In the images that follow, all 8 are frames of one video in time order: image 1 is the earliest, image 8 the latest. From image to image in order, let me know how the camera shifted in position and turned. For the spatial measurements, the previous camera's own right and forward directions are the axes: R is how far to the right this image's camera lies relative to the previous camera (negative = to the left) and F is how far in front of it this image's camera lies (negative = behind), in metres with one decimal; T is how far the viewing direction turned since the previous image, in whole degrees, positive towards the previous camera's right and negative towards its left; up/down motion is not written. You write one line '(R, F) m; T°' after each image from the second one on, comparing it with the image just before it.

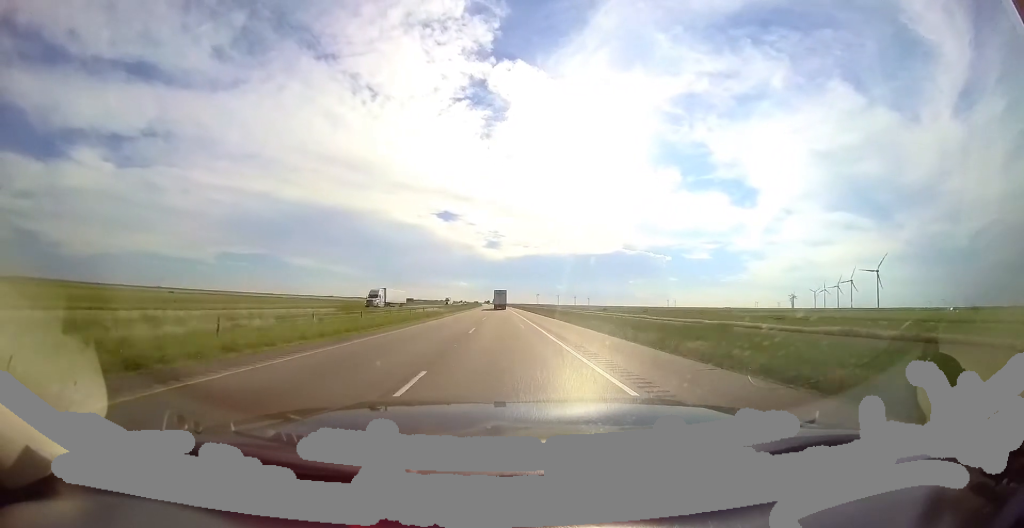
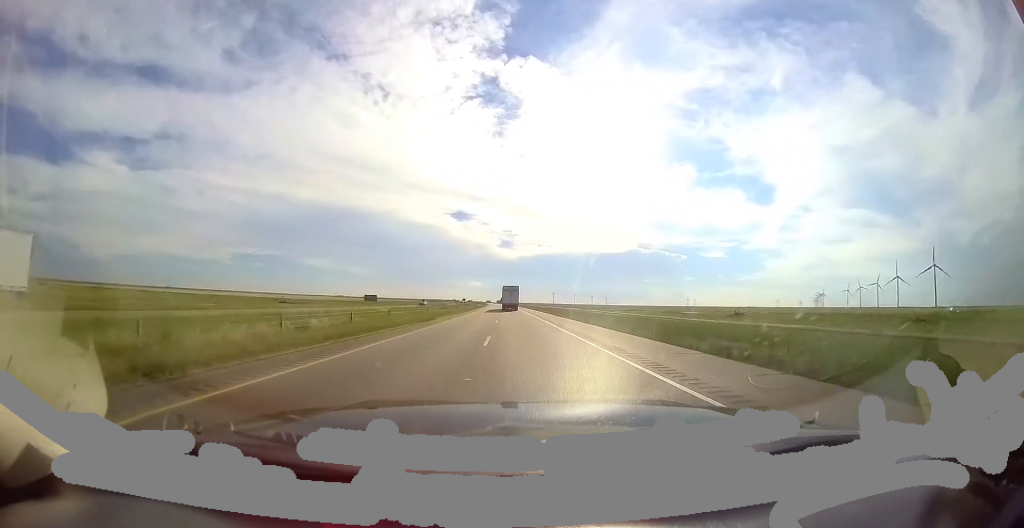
(-1.8, +103.0) m; -2°
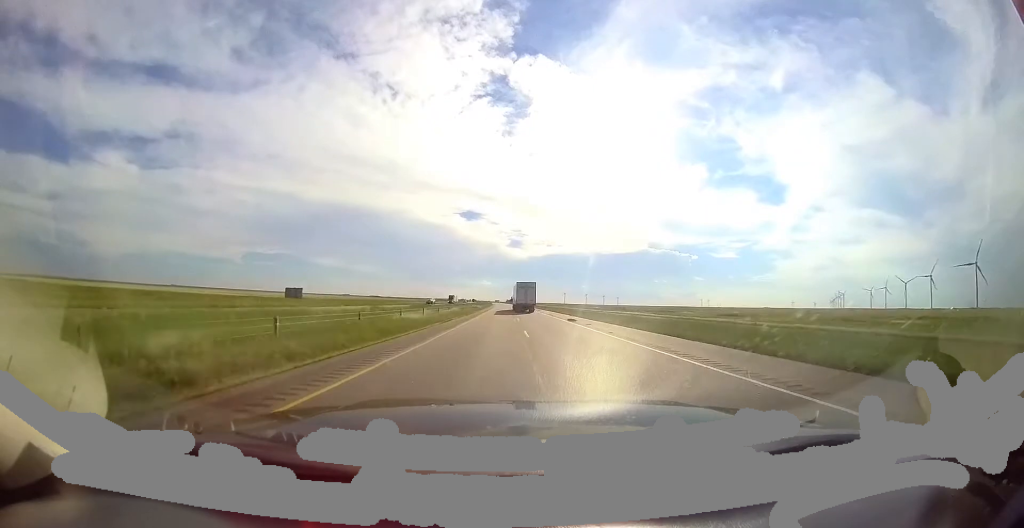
(-0.6, +70.3) m; -1°
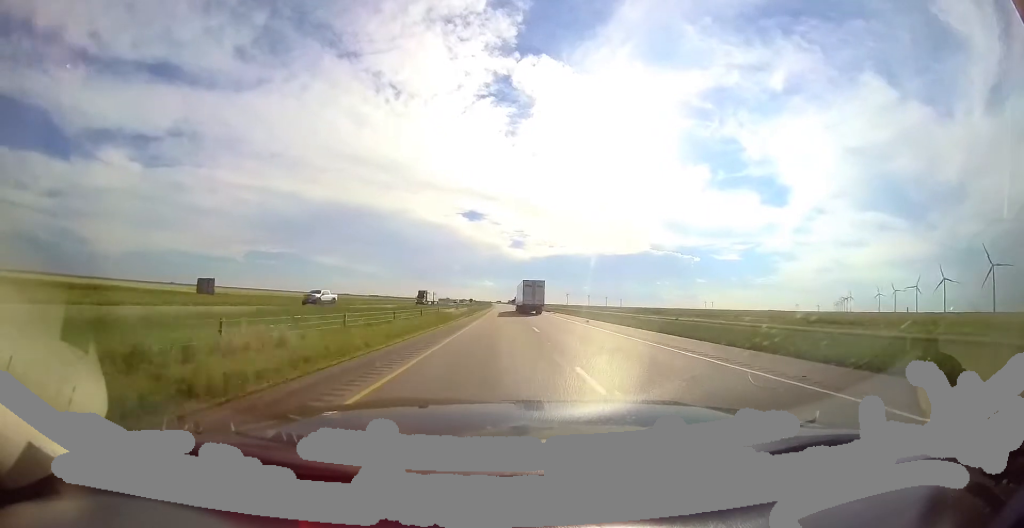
(-0.1, +33.7) m; -1°
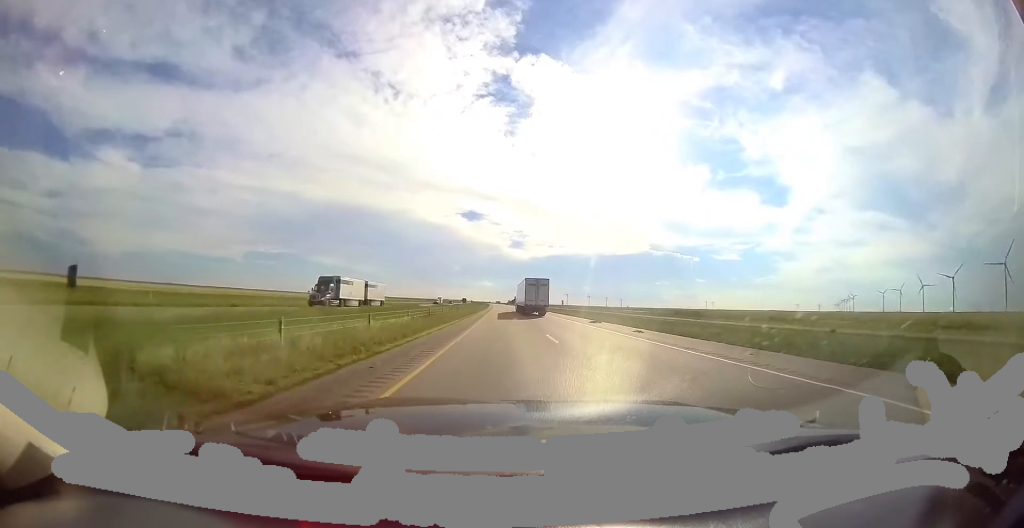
(-0.1, +28.7) m; -1°
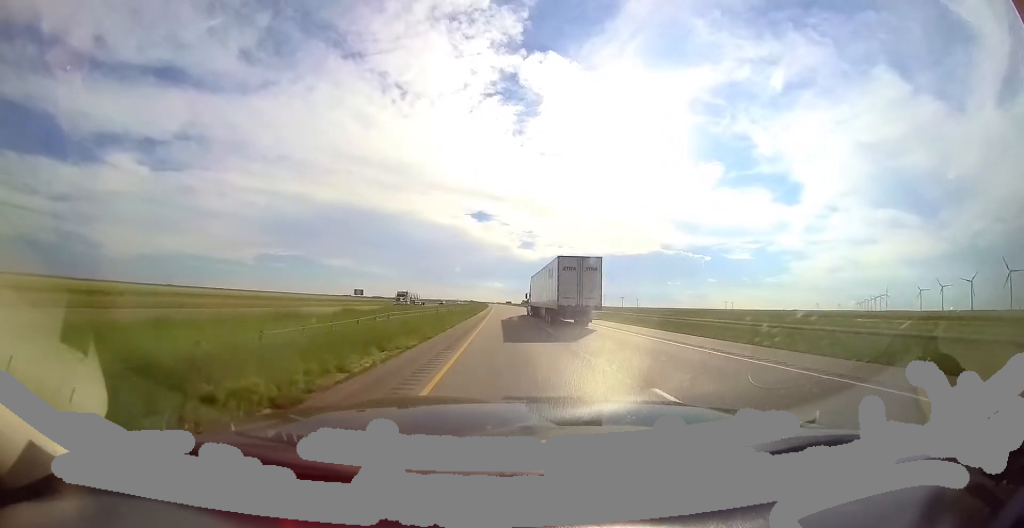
(-2.7, +131.2) m; -2°
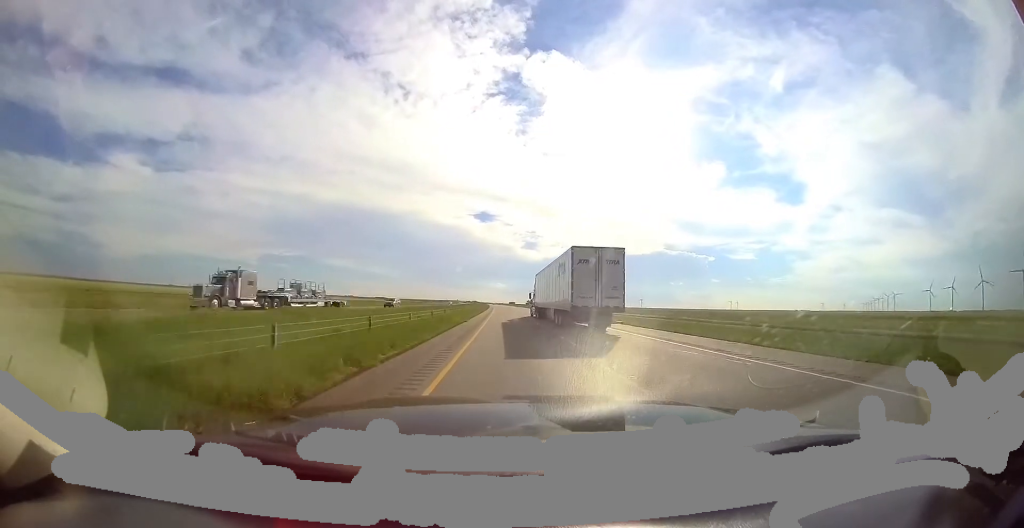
(0.0, +28.6) m; 0°
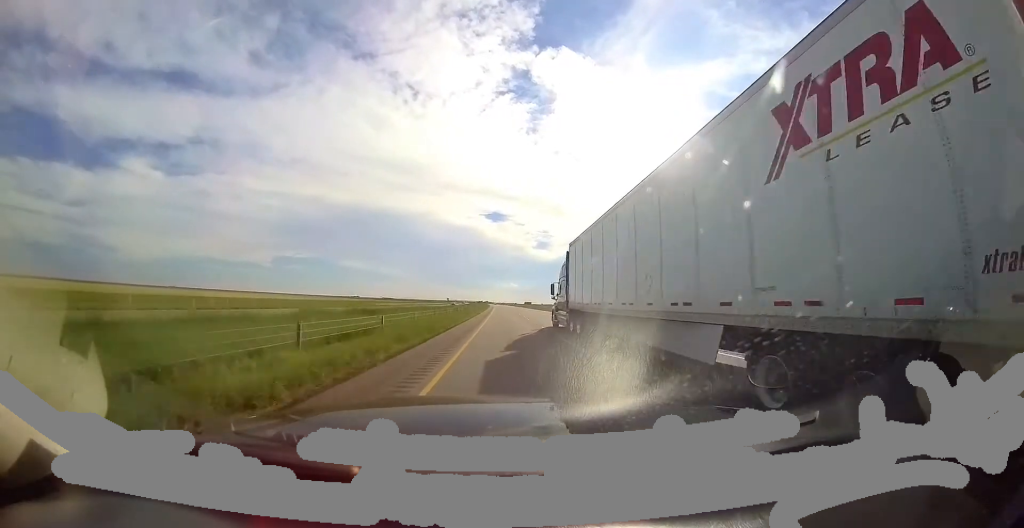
(-1.3, +129.3) m; -2°
